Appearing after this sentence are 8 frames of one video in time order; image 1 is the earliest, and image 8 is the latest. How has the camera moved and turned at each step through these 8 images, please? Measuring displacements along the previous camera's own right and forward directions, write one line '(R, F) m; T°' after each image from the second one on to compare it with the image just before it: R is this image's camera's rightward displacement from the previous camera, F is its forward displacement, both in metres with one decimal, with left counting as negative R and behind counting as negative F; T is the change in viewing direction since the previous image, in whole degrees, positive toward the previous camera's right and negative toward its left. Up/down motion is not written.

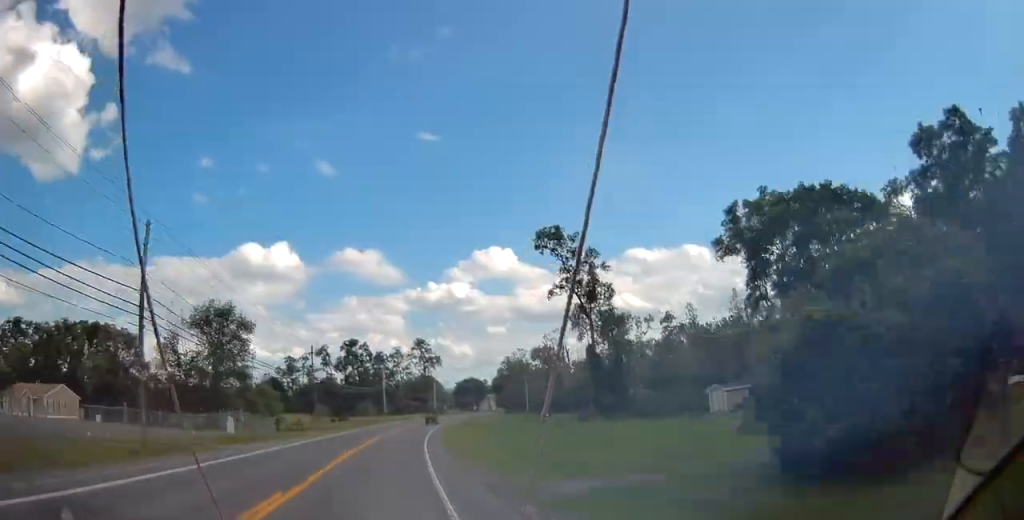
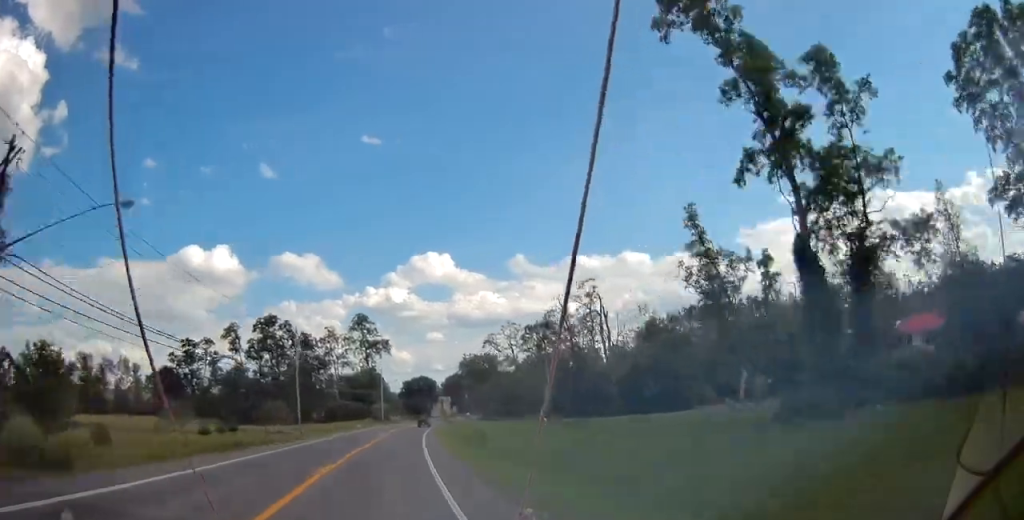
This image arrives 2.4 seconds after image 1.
(+0.9, +53.2) m; +5°
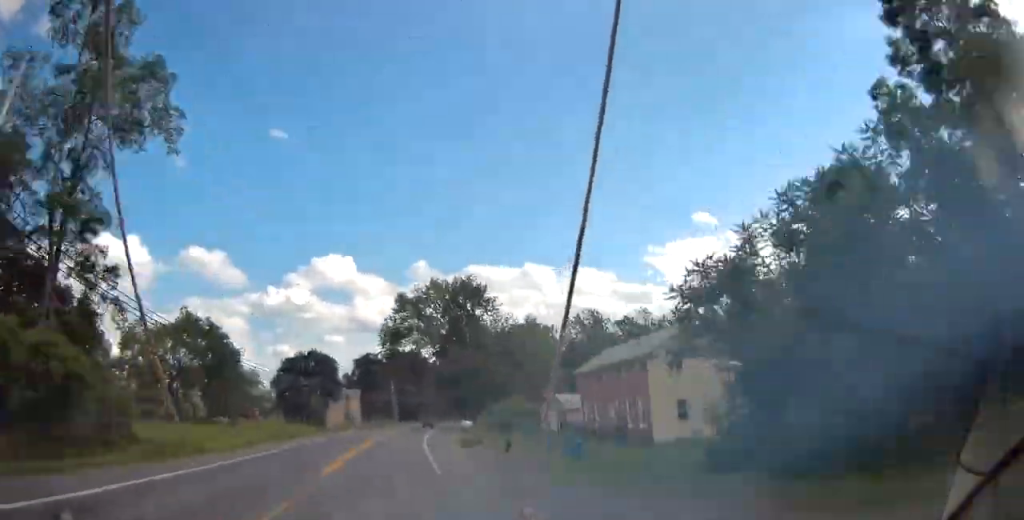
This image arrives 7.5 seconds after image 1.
(+12.6, +110.5) m; +13°
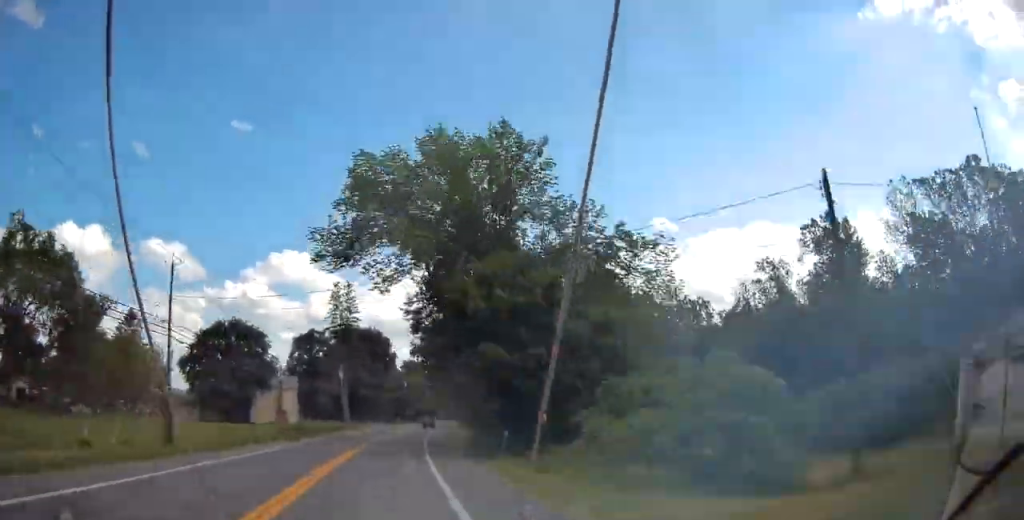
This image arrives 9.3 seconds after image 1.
(+3.8, +41.0) m; +3°
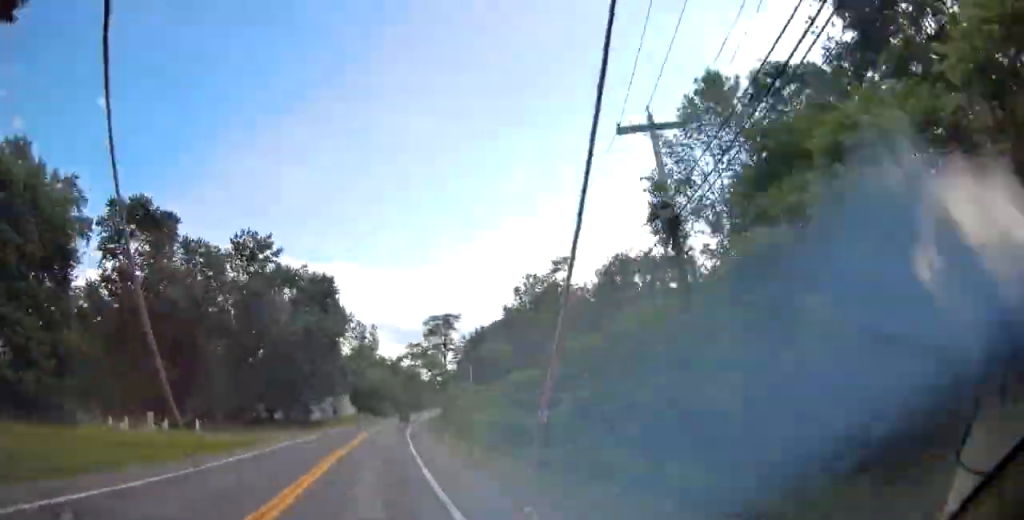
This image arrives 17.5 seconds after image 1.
(+20.9, +176.9) m; +13°
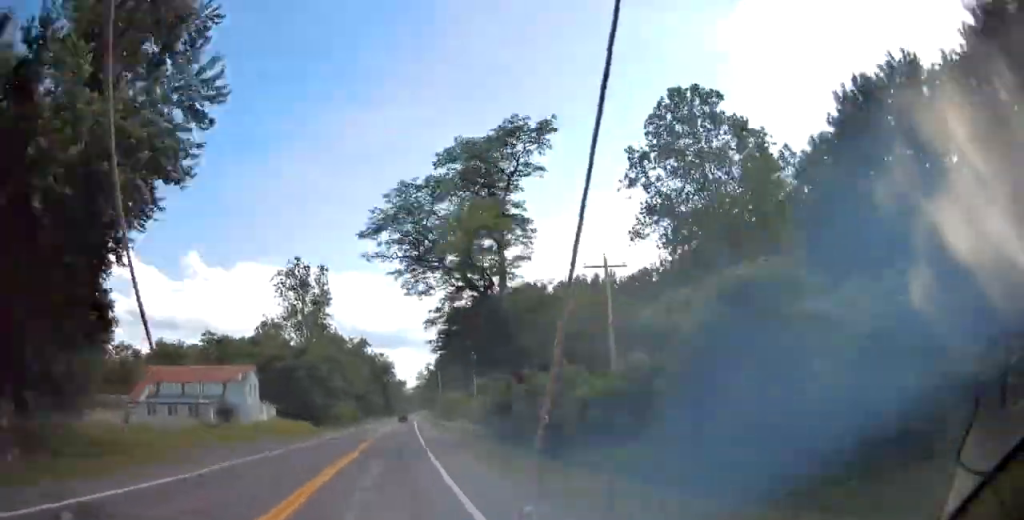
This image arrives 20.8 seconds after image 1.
(+2.2, +71.7) m; +2°
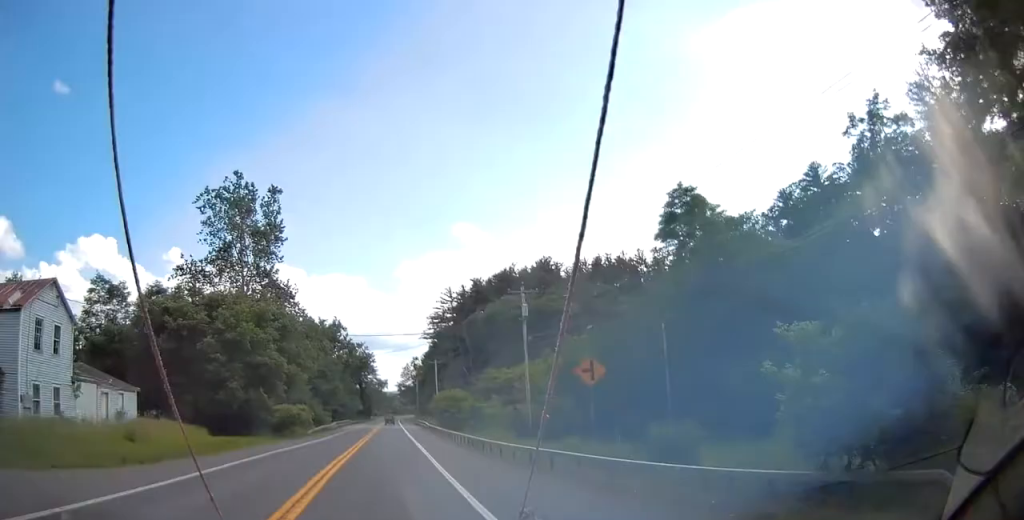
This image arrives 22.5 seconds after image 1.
(0.0, +36.9) m; 0°
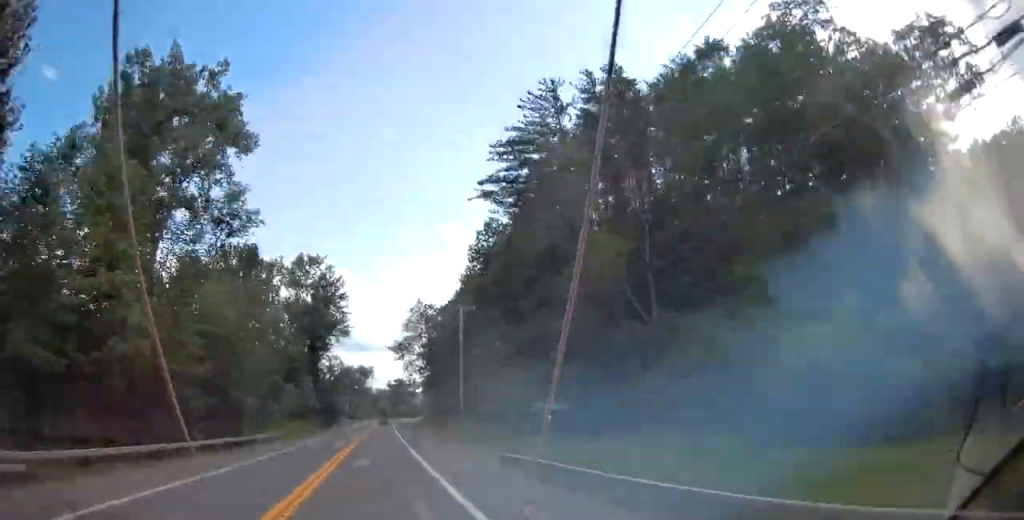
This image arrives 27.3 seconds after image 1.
(+0.7, +92.9) m; +2°
